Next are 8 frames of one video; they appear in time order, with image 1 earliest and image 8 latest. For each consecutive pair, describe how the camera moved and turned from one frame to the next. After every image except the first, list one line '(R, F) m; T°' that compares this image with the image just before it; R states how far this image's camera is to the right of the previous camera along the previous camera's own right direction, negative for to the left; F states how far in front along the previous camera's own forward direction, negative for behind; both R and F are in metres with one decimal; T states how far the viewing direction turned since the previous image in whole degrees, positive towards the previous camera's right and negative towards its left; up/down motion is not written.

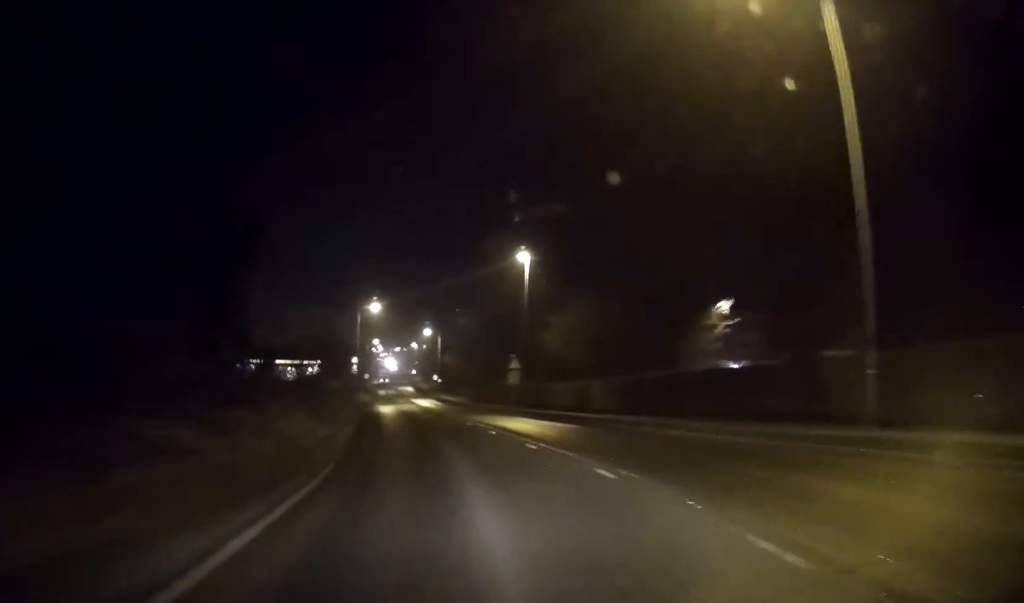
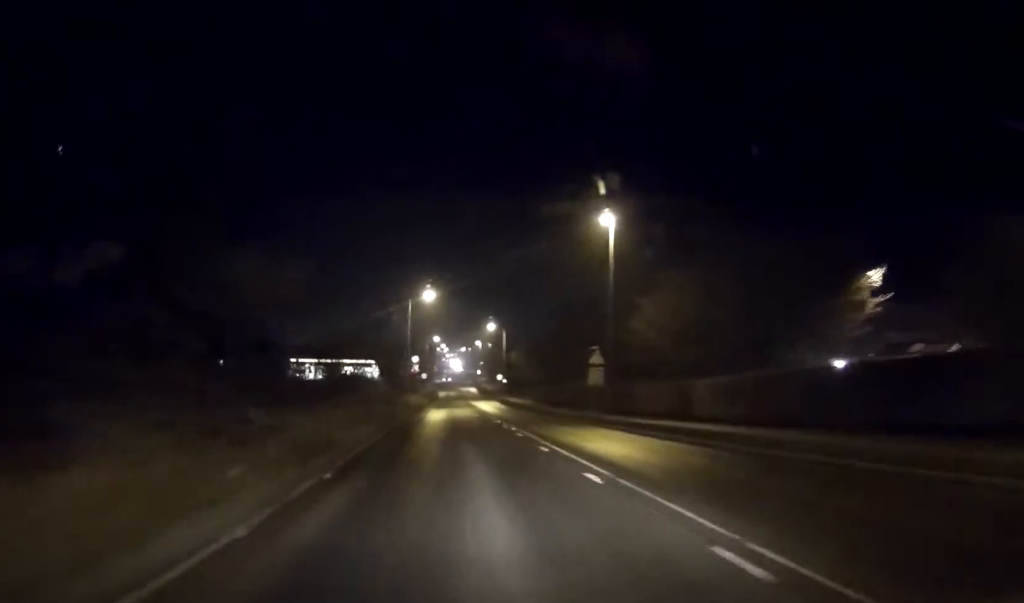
(-0.5, +11.7) m; -3°
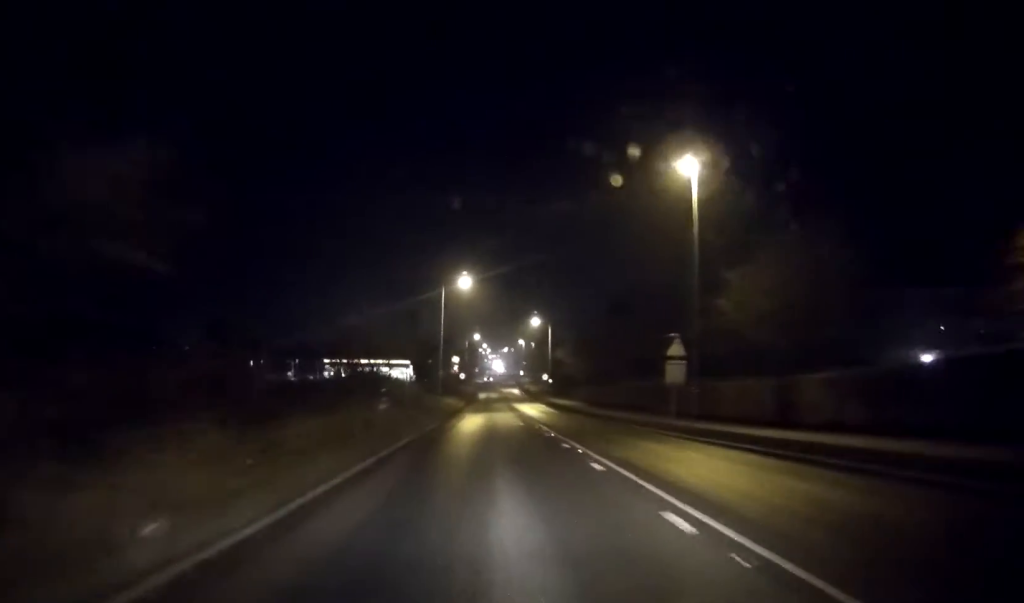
(+0.1, +9.9) m; -1°
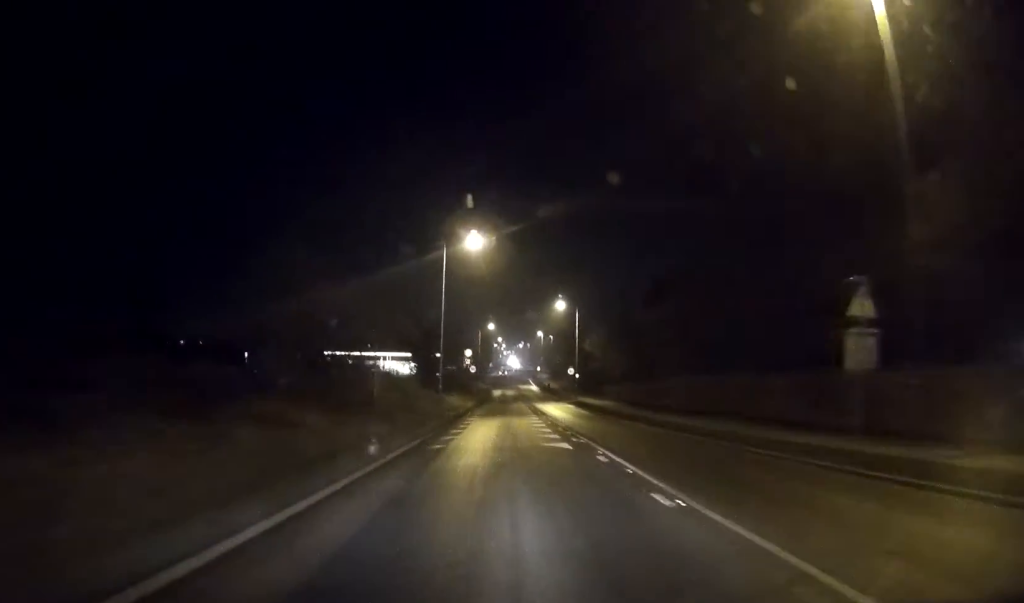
(-0.4, +16.0) m; -2°
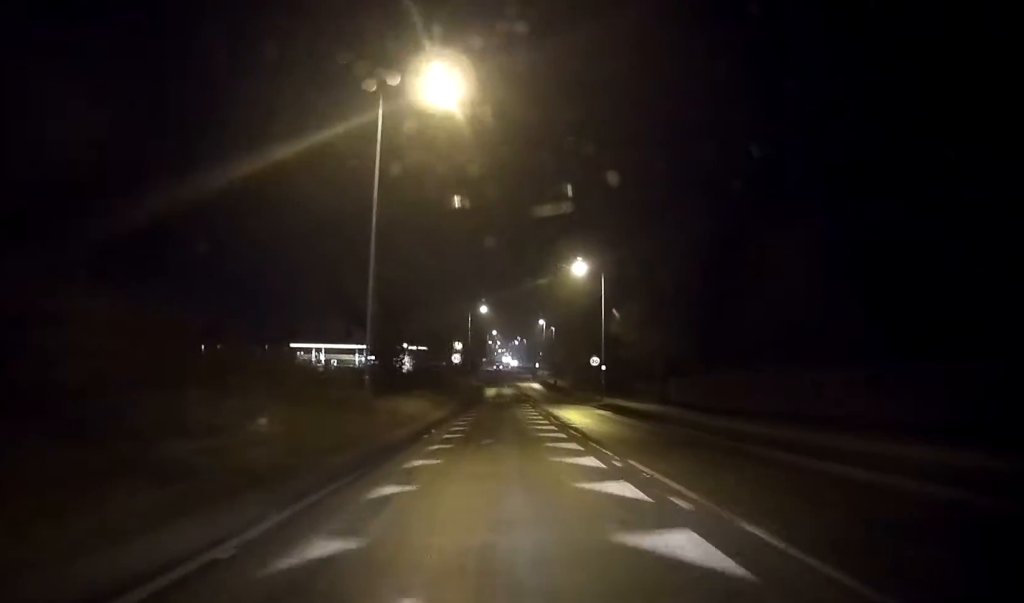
(-0.1, +25.1) m; 0°
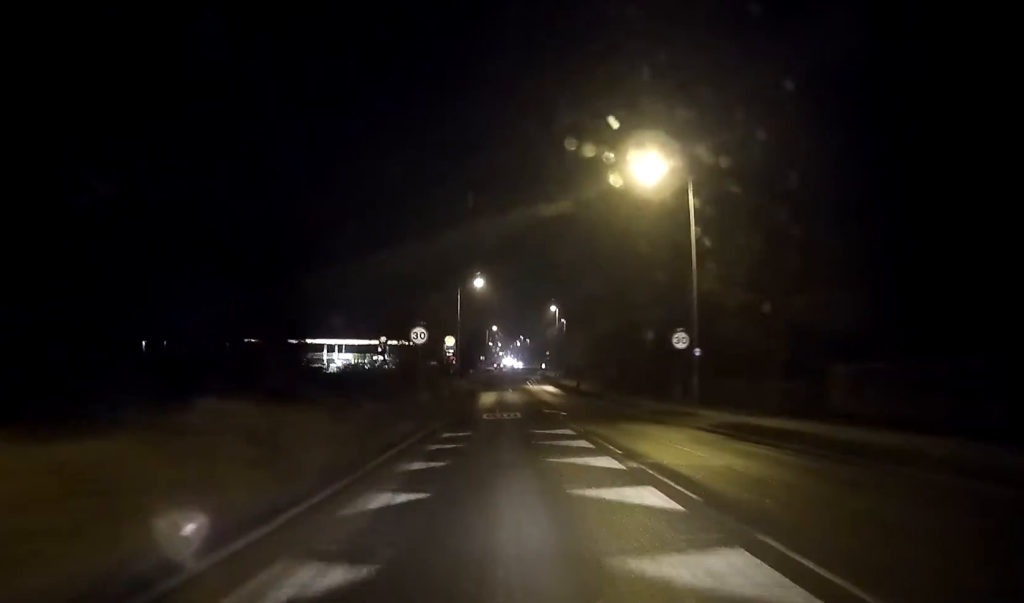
(+0.1, +29.0) m; 0°
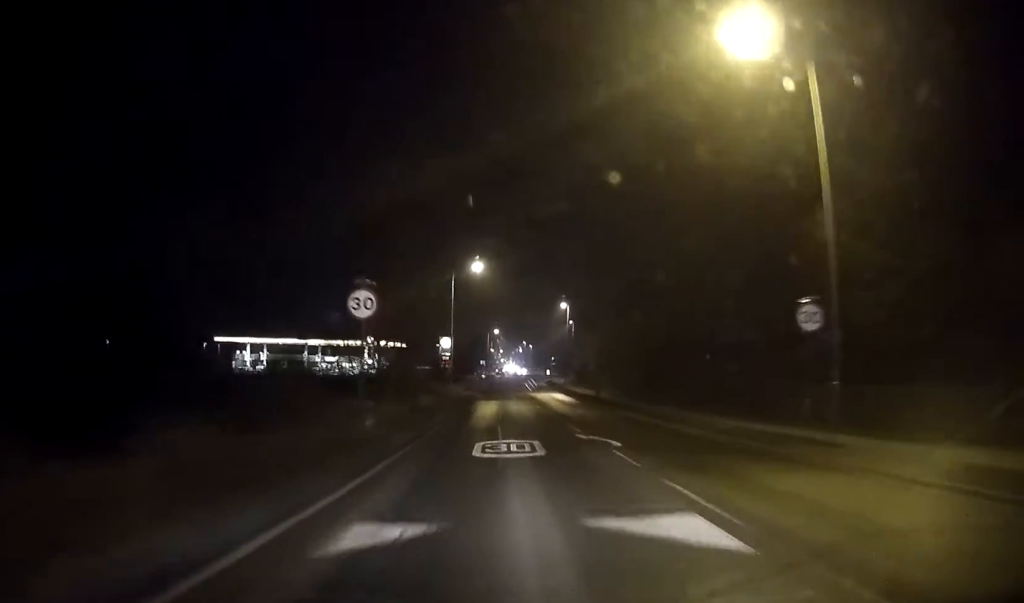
(0.0, +14.0) m; 0°
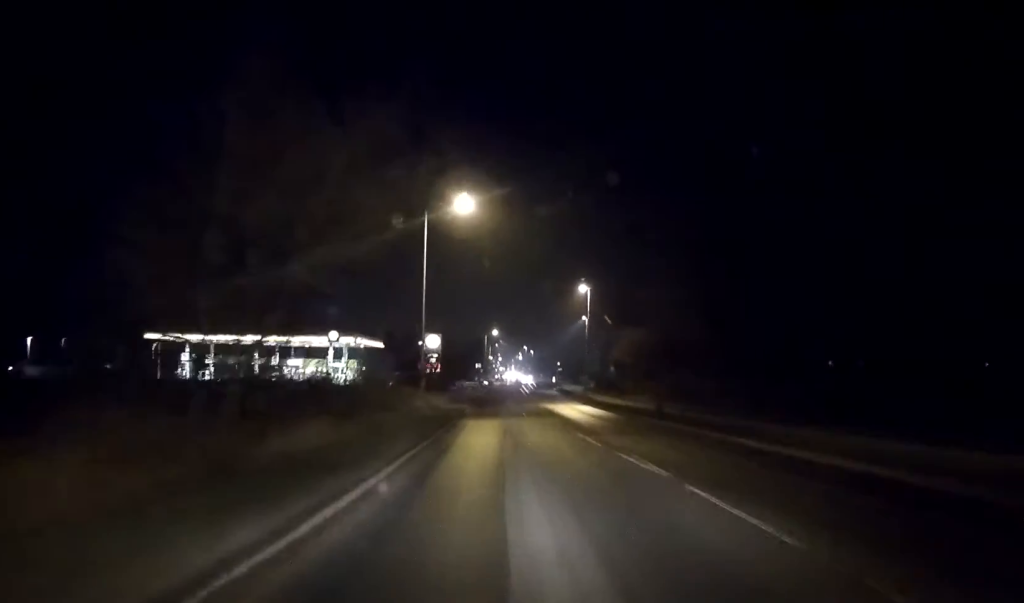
(-0.1, +23.3) m; 0°
